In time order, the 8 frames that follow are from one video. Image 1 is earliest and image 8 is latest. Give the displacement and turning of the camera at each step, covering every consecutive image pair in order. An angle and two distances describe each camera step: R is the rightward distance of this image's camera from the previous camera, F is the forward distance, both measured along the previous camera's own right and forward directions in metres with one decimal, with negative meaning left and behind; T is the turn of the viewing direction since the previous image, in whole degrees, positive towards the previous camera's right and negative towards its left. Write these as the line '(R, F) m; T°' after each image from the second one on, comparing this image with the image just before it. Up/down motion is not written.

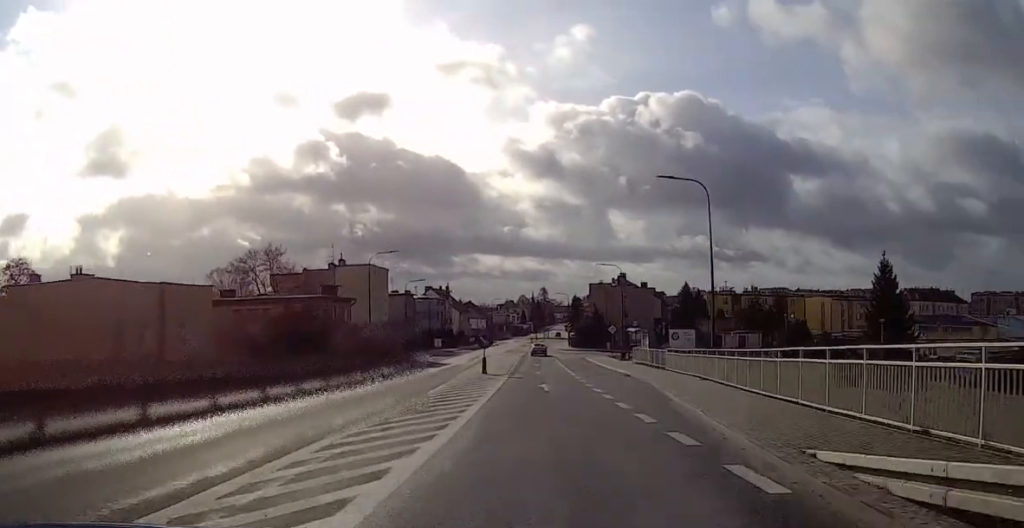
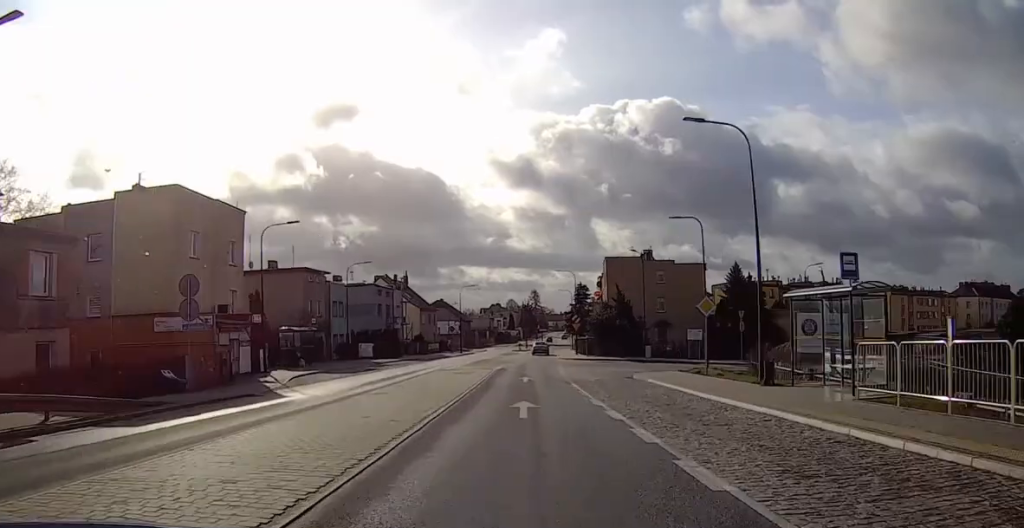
(+1.6, +41.7) m; +2°
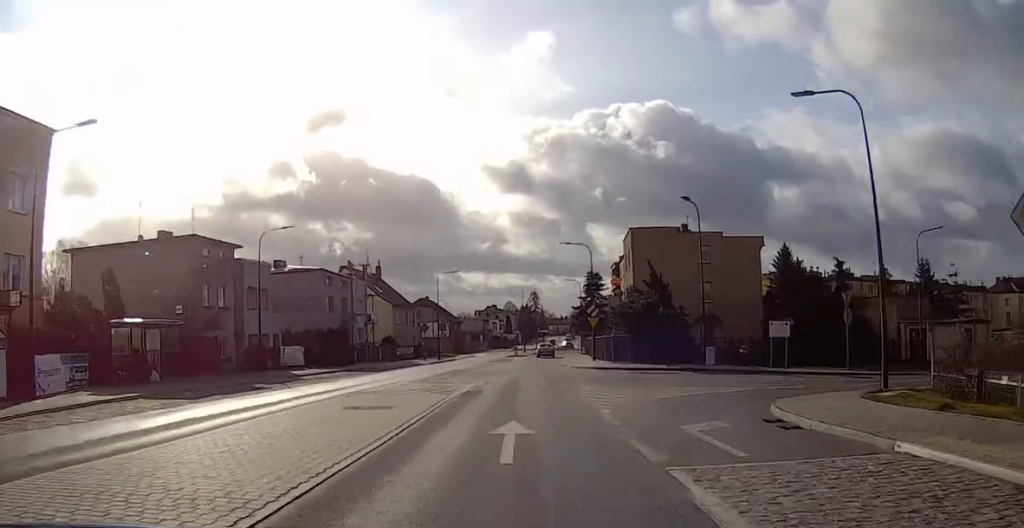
(-0.3, +20.7) m; 0°
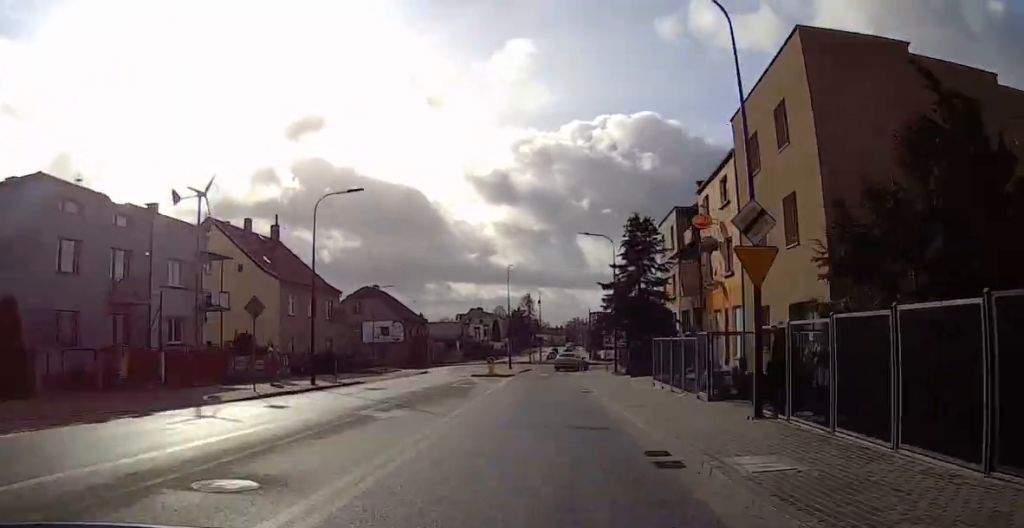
(+0.3, +38.2) m; 0°
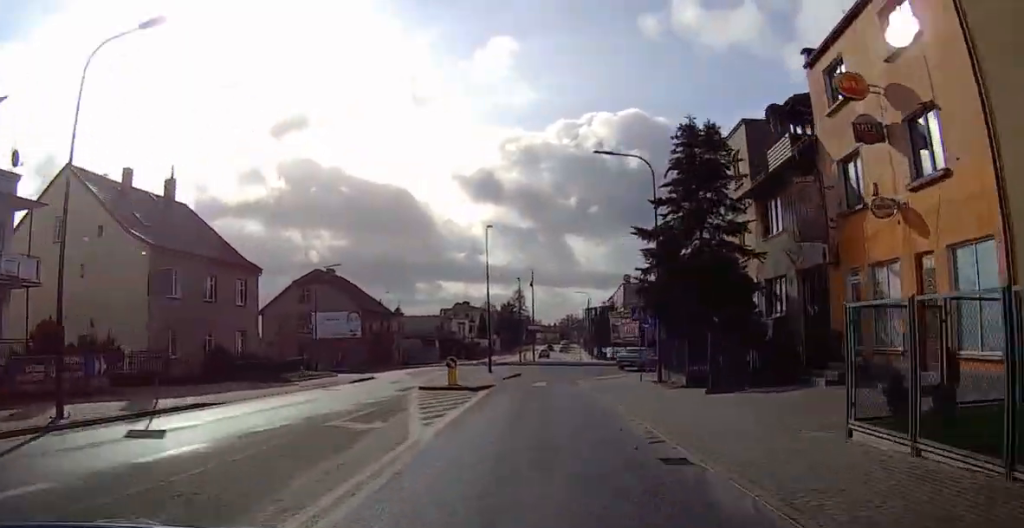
(-0.3, +16.4) m; 0°
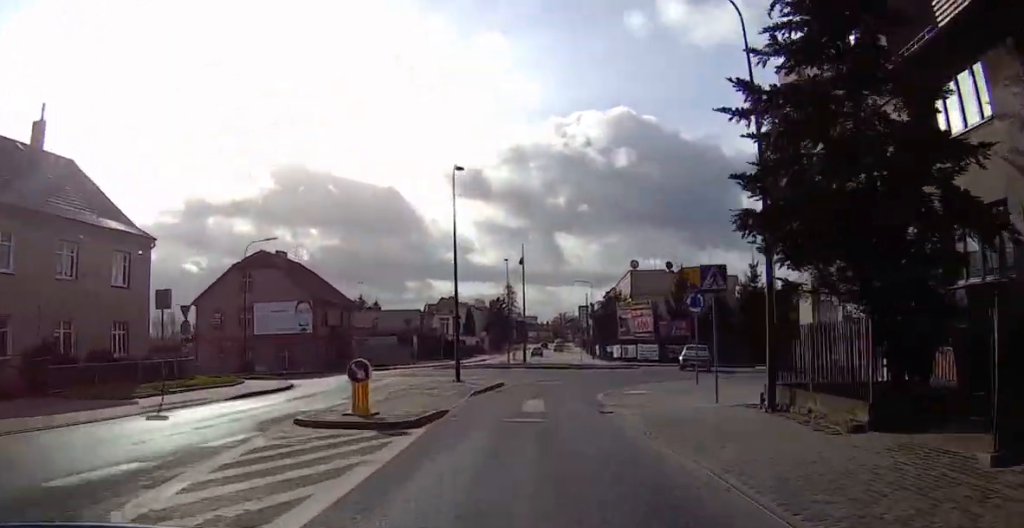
(-0.4, +13.4) m; 0°
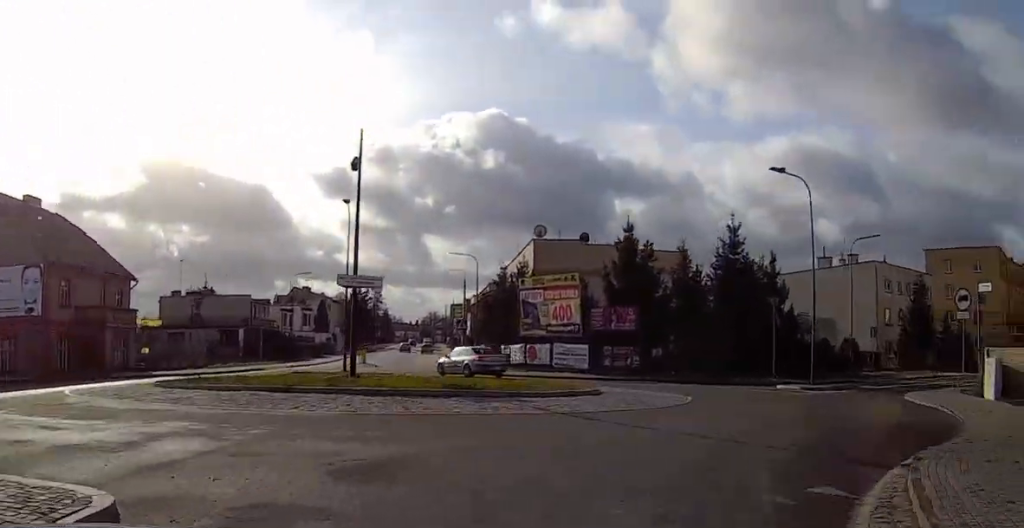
(+1.8, +24.1) m; +12°
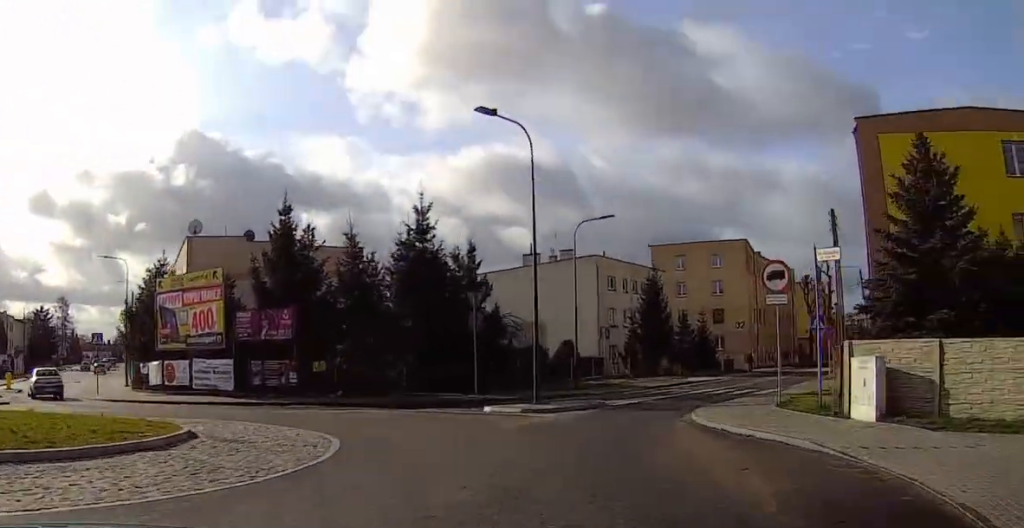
(+1.3, +9.5) m; +6°
